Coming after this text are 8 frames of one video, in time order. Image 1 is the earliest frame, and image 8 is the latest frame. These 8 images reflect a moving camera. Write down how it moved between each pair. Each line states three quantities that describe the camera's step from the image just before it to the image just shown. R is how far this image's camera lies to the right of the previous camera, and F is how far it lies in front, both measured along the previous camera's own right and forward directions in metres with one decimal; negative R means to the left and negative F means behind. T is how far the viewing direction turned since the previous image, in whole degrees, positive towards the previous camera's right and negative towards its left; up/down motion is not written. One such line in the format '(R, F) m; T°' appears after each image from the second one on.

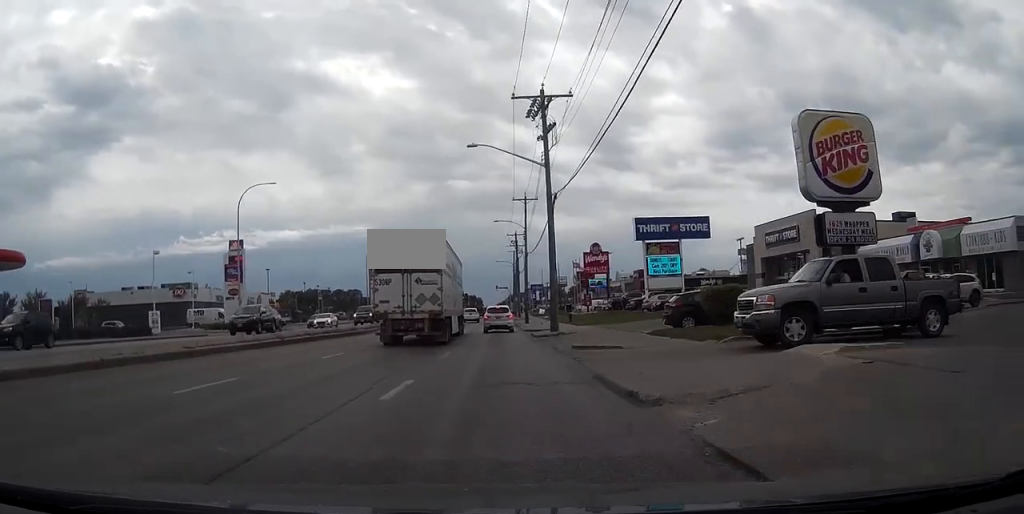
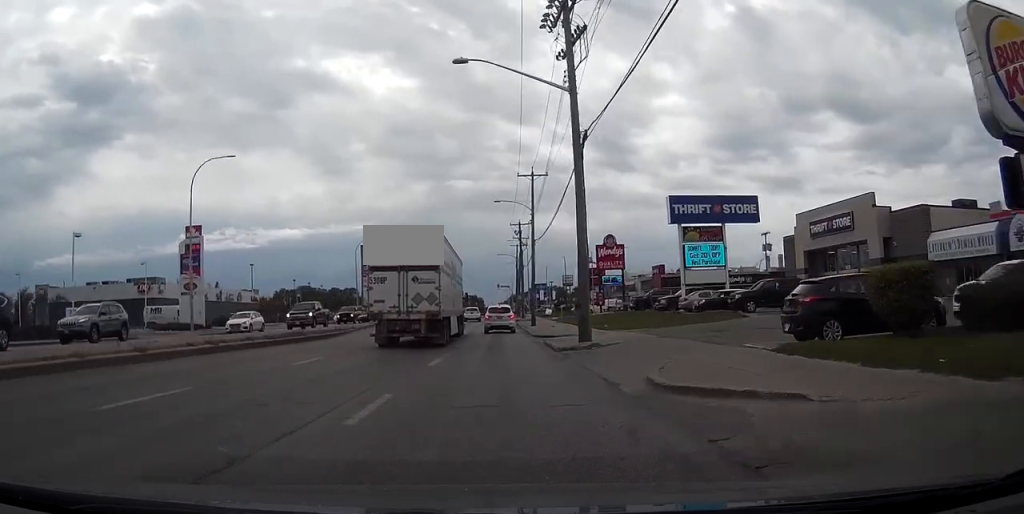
(+0.2, +11.9) m; +1°
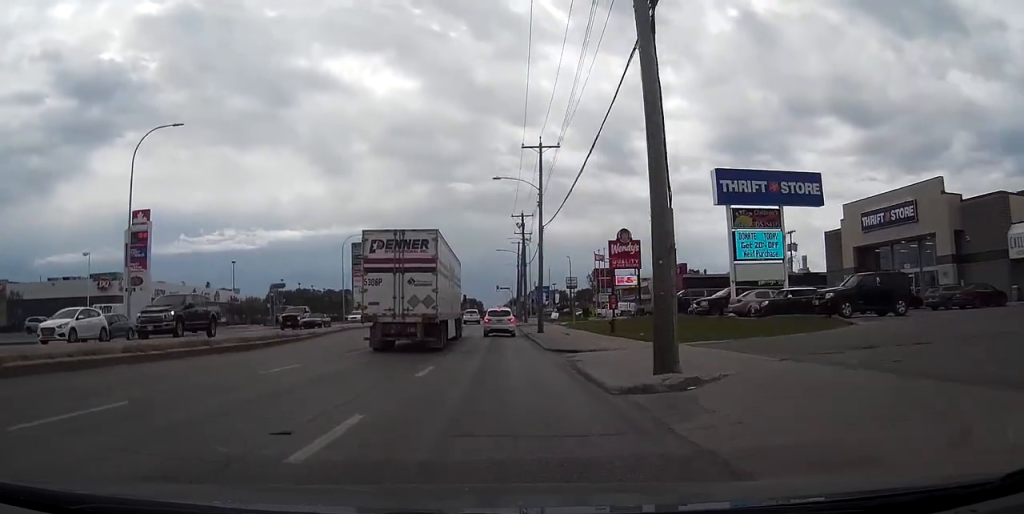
(0.0, +10.8) m; 0°
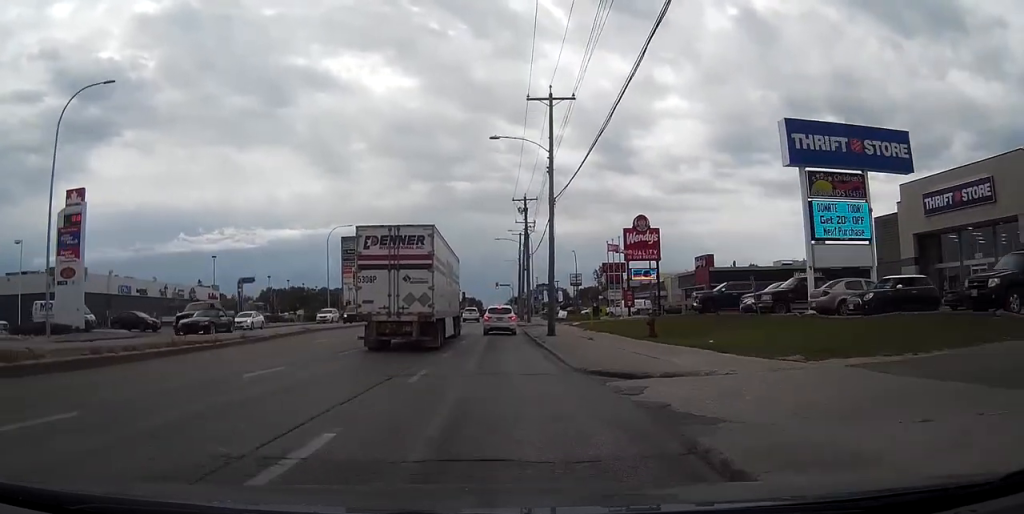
(0.0, +10.0) m; 0°
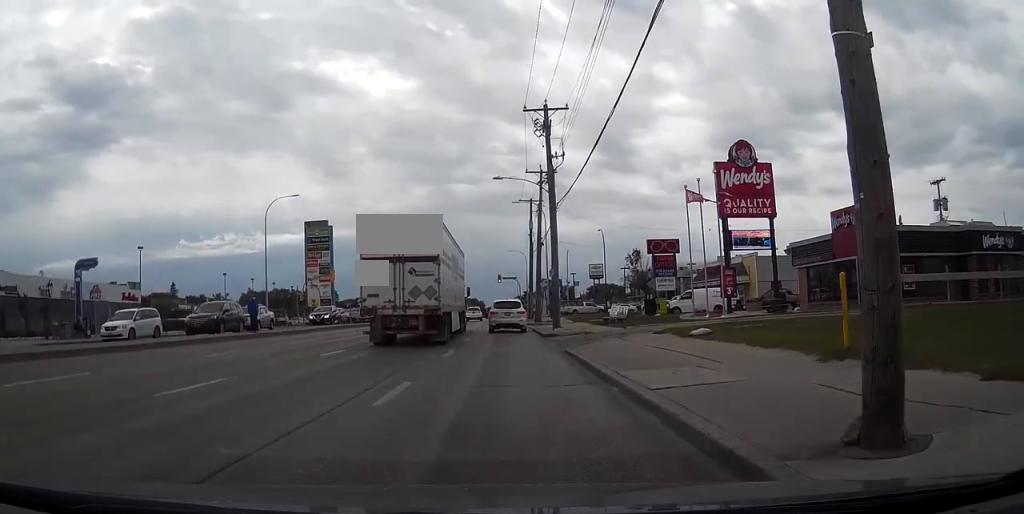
(-0.3, +31.0) m; -1°
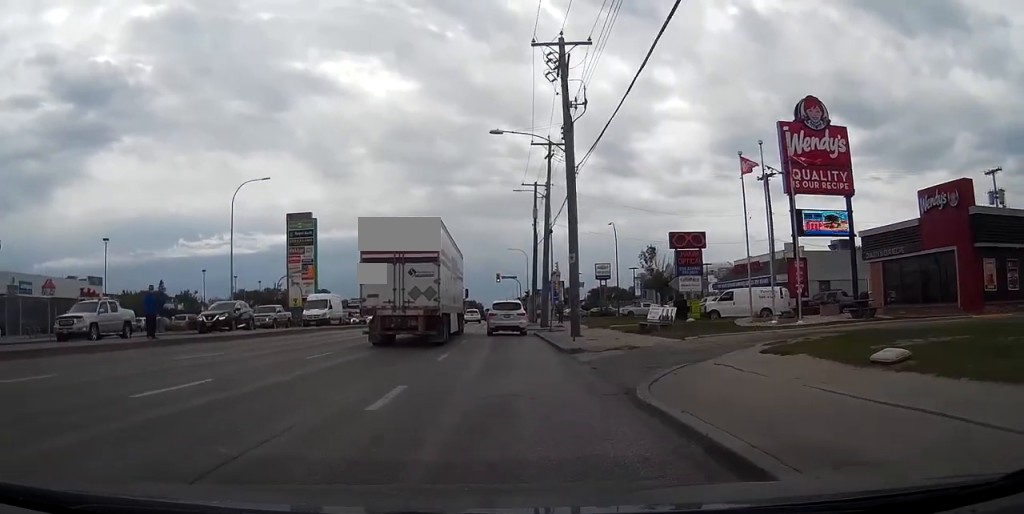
(+0.1, +10.4) m; 0°
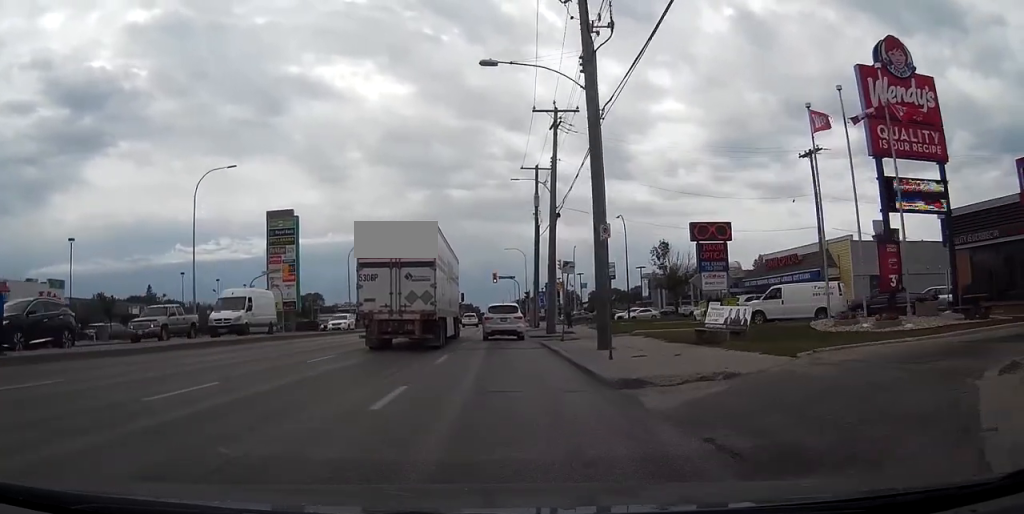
(0.0, +8.5) m; 0°
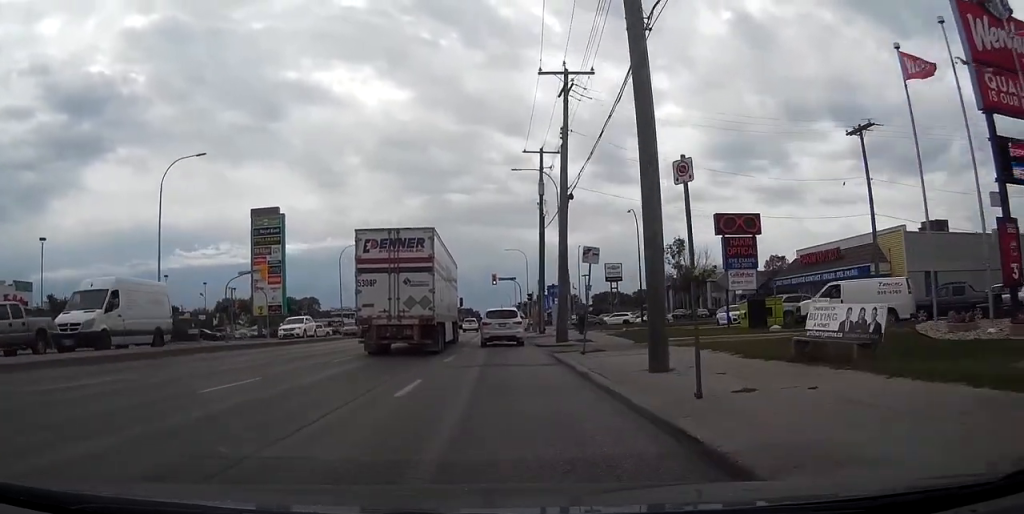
(0.0, +6.8) m; 0°
